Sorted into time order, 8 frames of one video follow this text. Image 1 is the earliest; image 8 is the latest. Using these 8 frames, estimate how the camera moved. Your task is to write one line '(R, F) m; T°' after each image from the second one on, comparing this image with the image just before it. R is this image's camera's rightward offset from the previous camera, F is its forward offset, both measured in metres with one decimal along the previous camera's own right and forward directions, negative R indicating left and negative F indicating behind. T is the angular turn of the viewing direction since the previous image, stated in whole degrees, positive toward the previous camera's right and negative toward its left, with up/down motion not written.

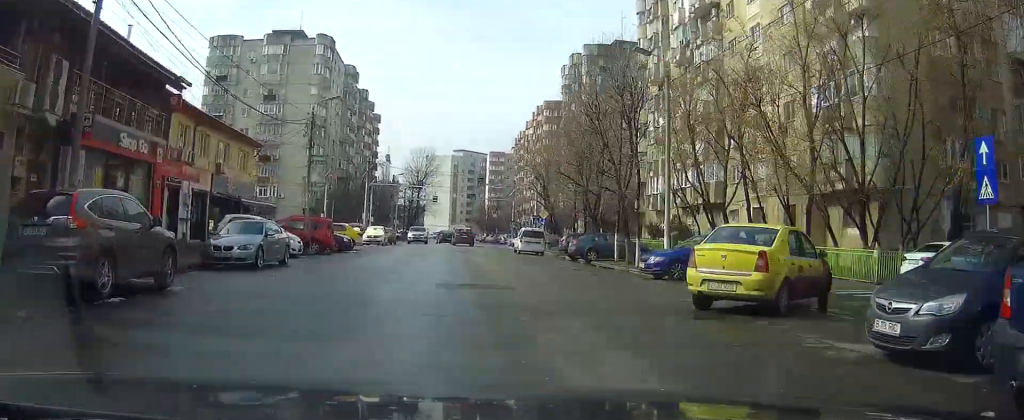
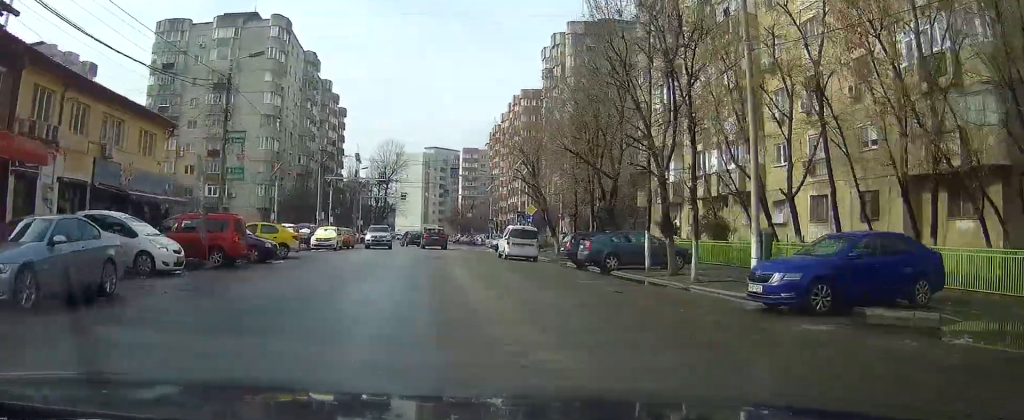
(+0.5, +10.6) m; +2°
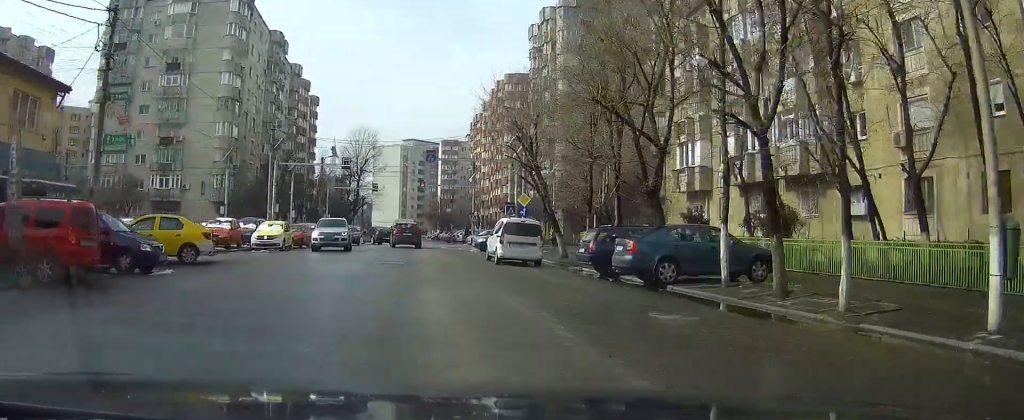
(0.0, +9.4) m; +1°
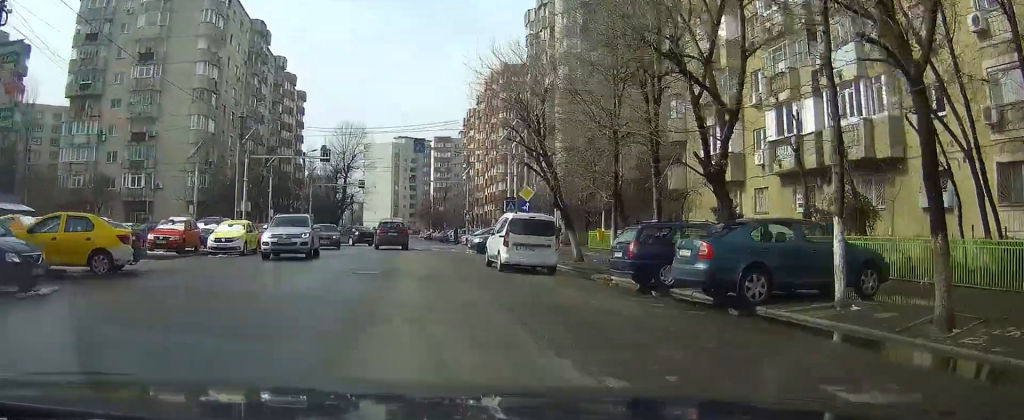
(-0.1, +5.9) m; 0°
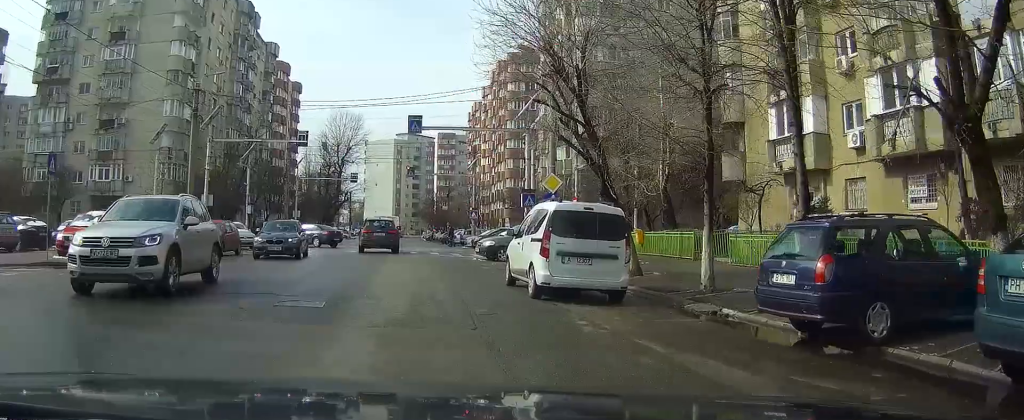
(+0.2, +8.4) m; 0°
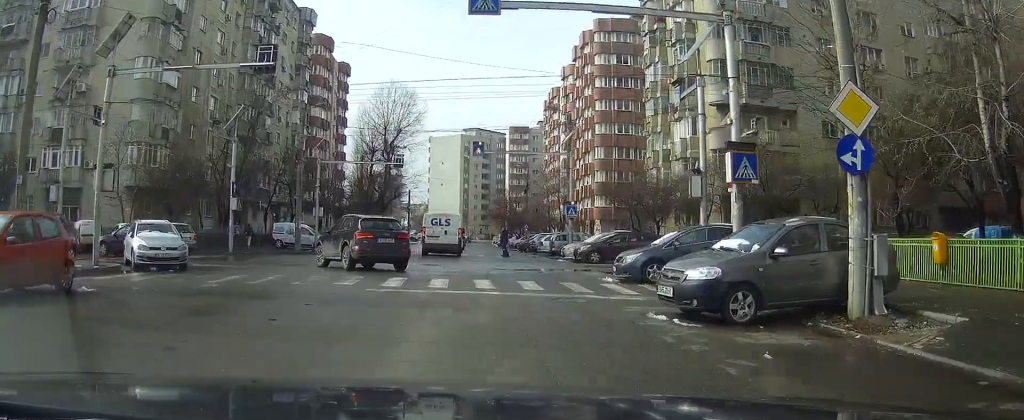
(-0.7, +19.3) m; -5°
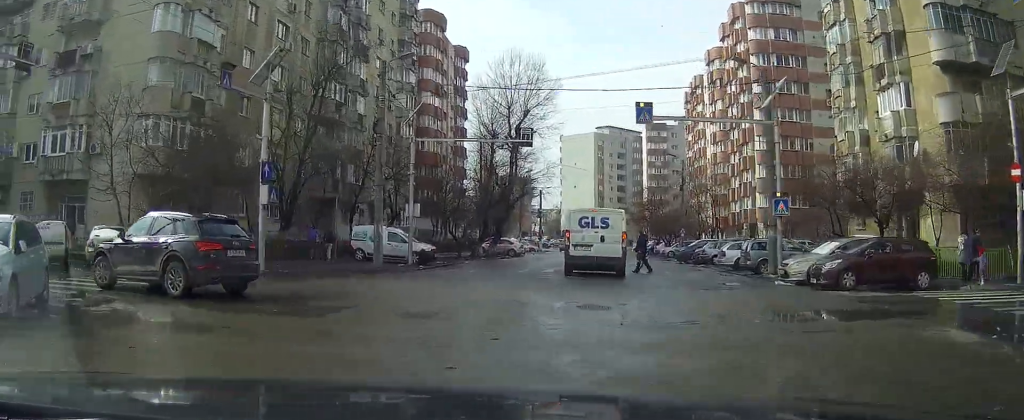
(-1.1, +13.8) m; -14°
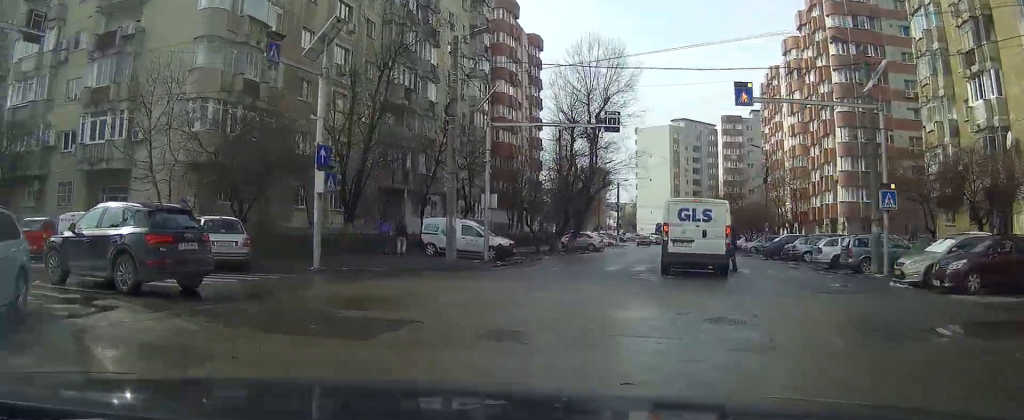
(-0.1, +2.9) m; -6°
